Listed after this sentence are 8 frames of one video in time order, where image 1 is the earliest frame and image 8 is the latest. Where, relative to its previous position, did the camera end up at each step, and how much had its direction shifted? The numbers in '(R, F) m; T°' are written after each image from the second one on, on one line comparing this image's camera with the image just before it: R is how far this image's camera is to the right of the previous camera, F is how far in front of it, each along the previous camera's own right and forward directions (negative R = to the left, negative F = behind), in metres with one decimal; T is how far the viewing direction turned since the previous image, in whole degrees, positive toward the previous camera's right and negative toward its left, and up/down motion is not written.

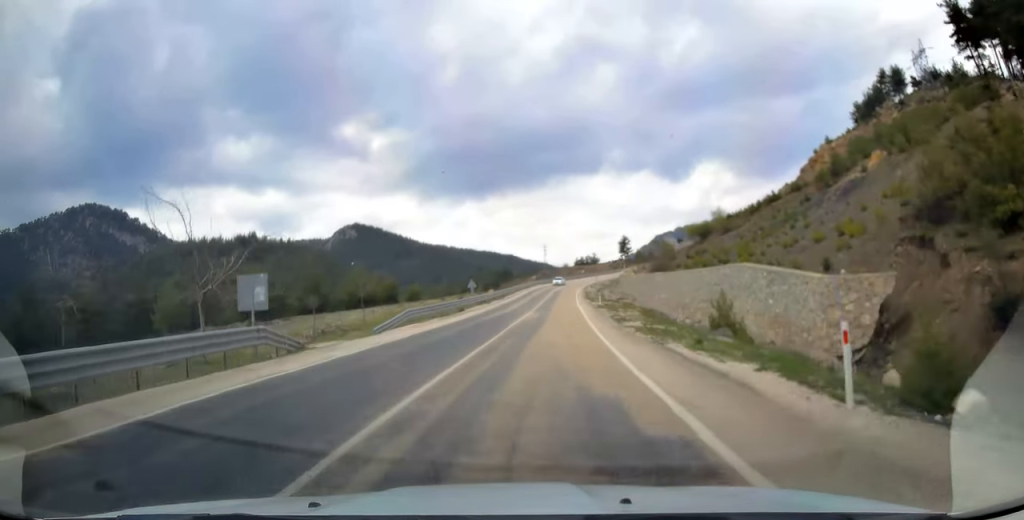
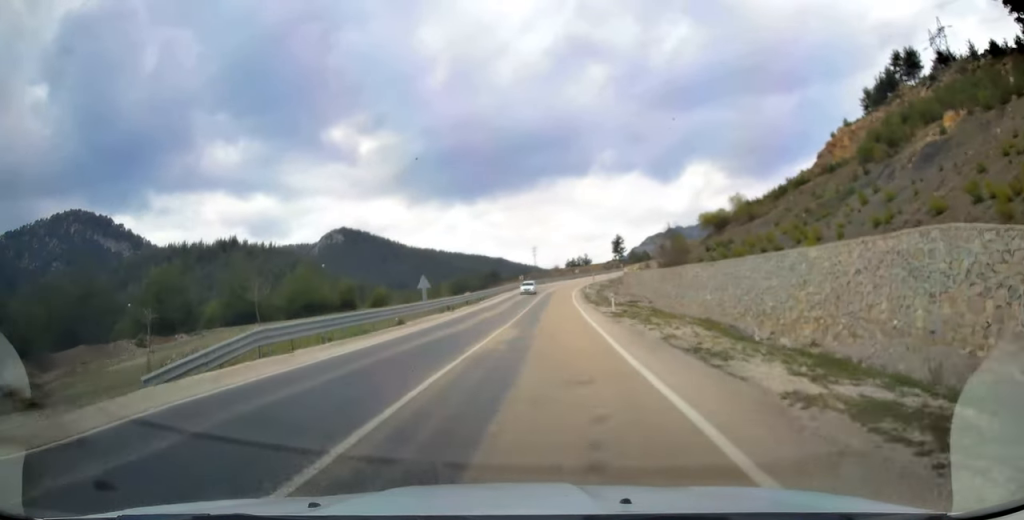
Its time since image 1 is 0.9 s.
(+0.1, +17.6) m; +1°
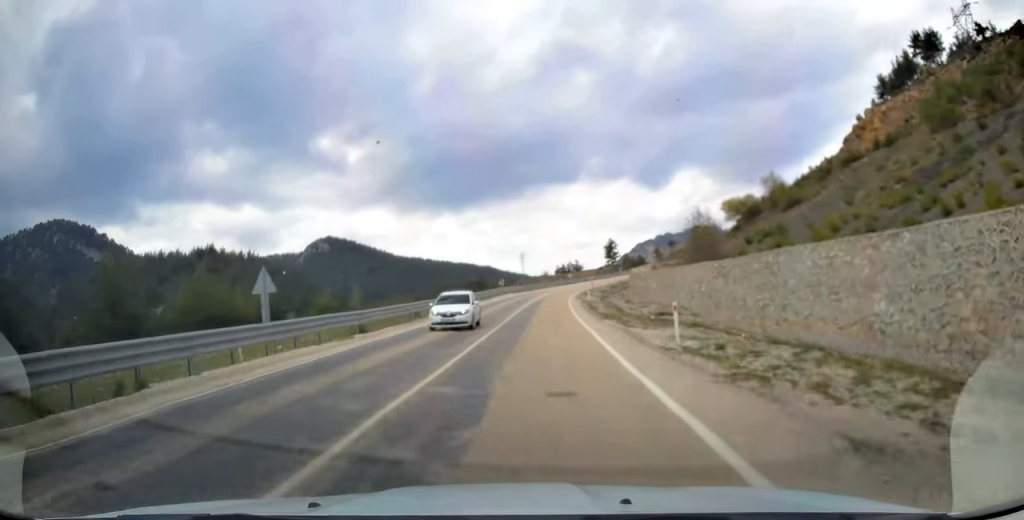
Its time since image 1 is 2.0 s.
(+0.1, +20.3) m; 0°
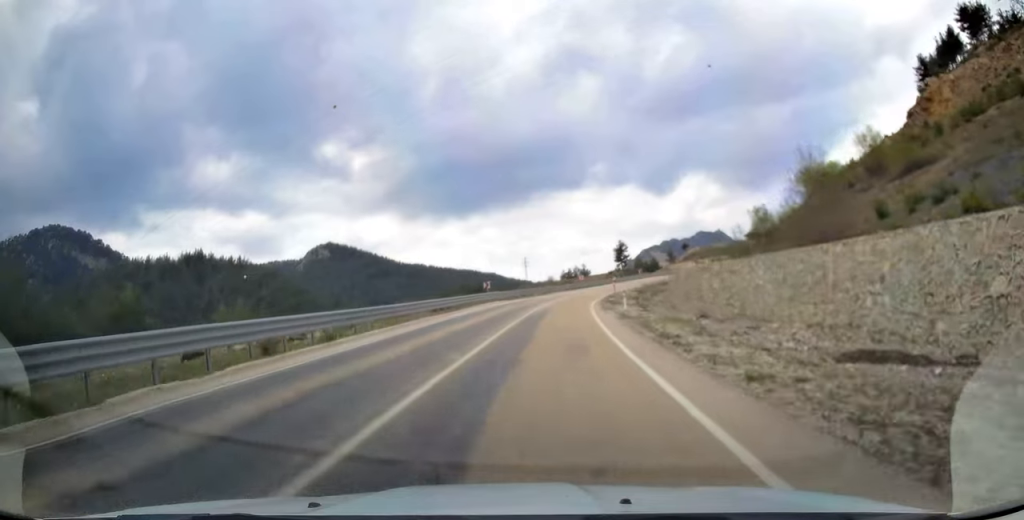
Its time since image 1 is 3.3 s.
(0.0, +24.3) m; +1°
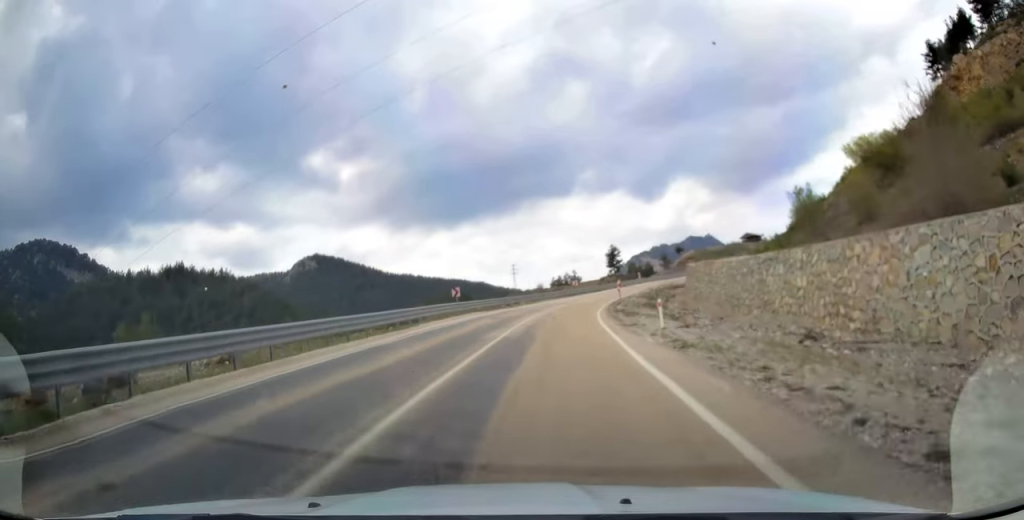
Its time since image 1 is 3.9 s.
(+0.1, +12.8) m; +1°
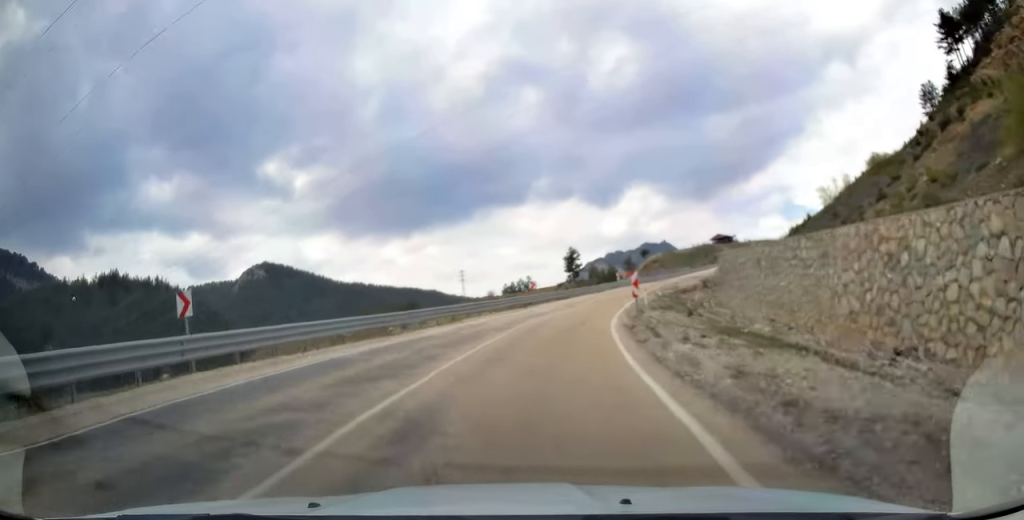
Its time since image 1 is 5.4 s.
(+0.9, +28.6) m; +5°
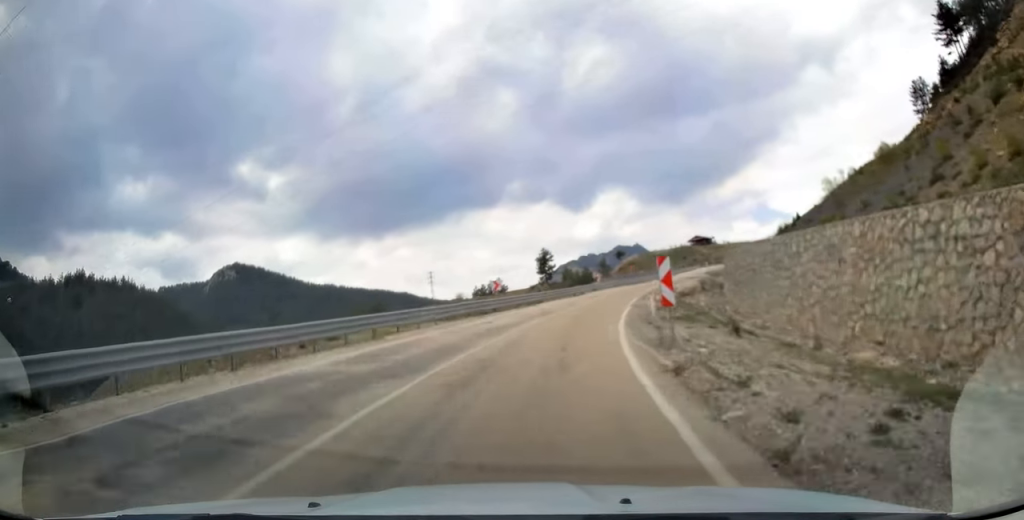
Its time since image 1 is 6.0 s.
(+0.4, +10.1) m; +3°
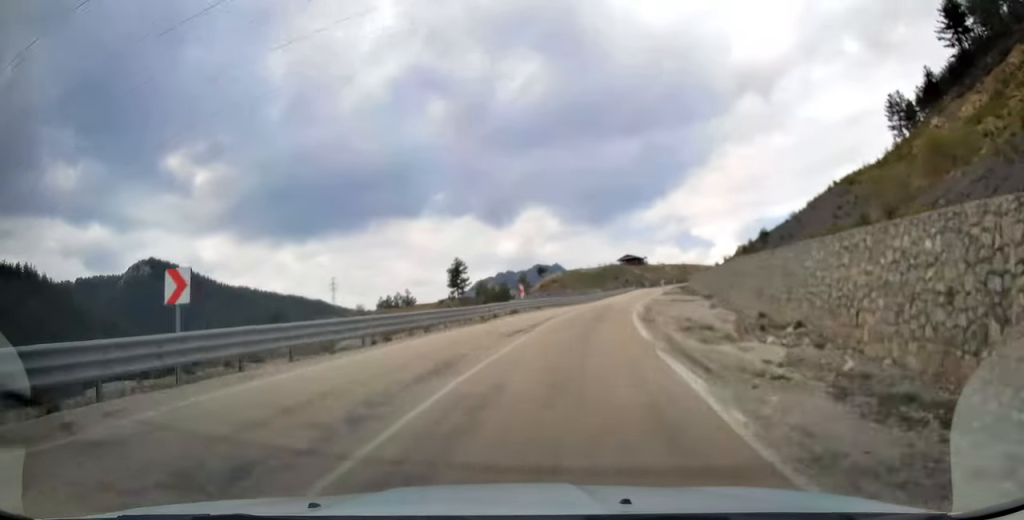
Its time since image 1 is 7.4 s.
(+1.7, +27.8) m; +7°
